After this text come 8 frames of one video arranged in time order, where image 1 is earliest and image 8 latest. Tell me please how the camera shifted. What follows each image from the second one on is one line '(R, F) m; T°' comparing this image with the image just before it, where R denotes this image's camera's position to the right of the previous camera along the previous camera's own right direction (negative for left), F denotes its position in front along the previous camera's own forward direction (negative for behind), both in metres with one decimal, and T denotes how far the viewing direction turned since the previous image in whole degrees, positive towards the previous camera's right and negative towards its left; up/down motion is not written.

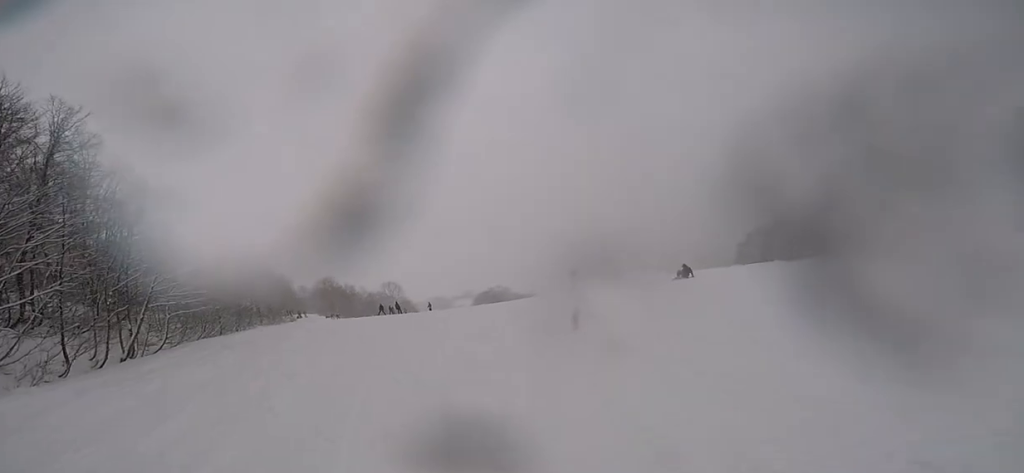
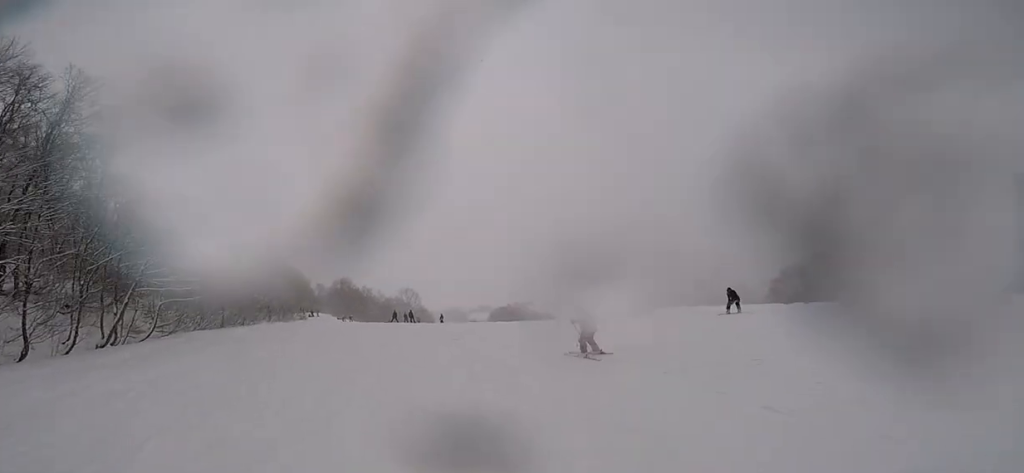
(-0.2, +3.1) m; -3°
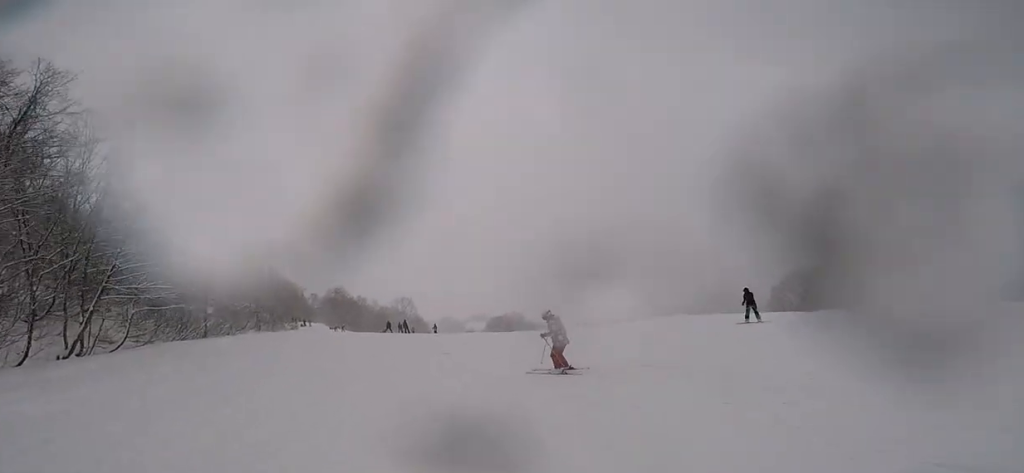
(0.0, +2.0) m; -2°
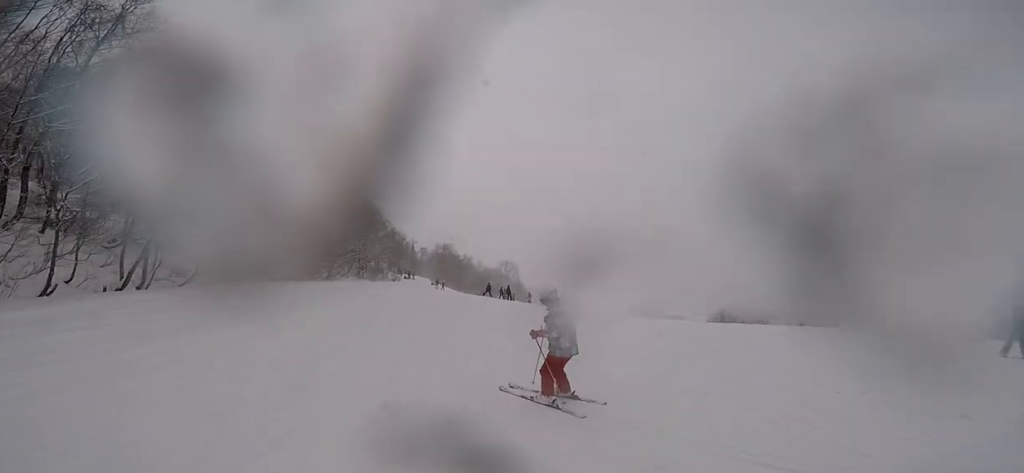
(-0.4, +6.3) m; -11°
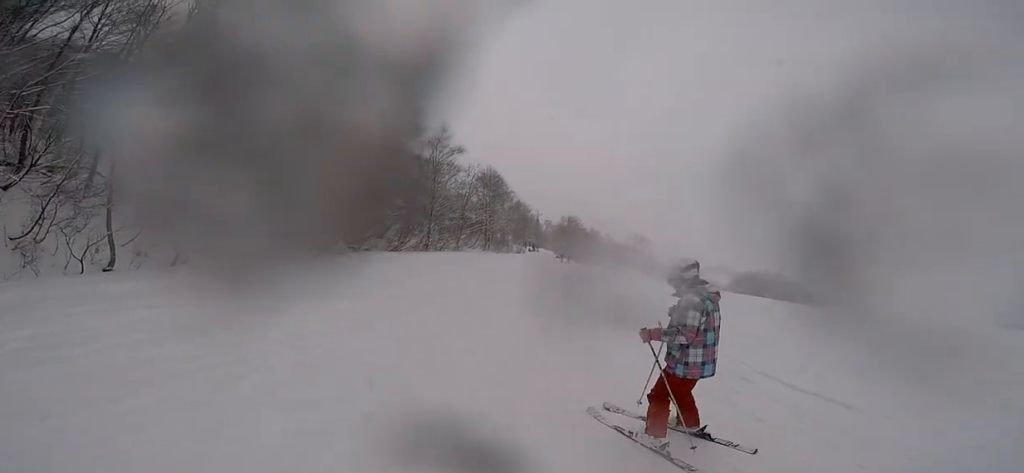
(-0.2, +2.8) m; -6°
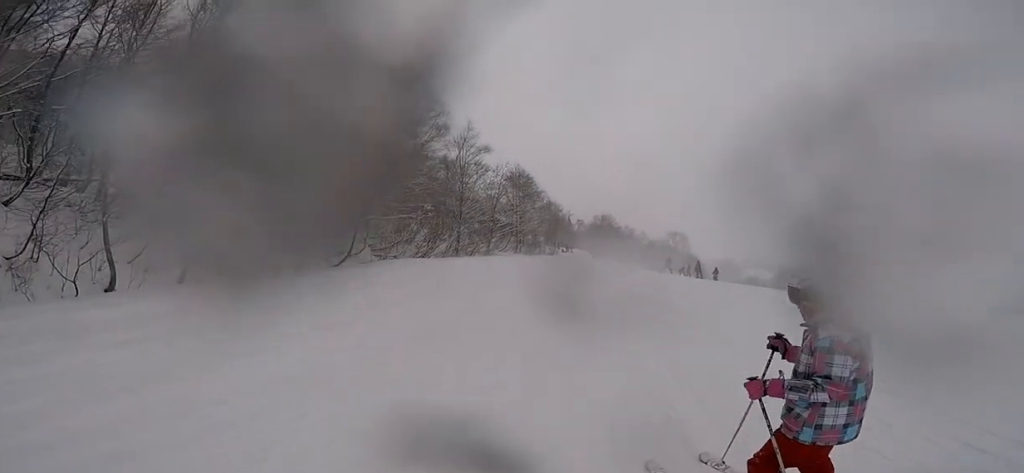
(-0.1, +2.2) m; -3°
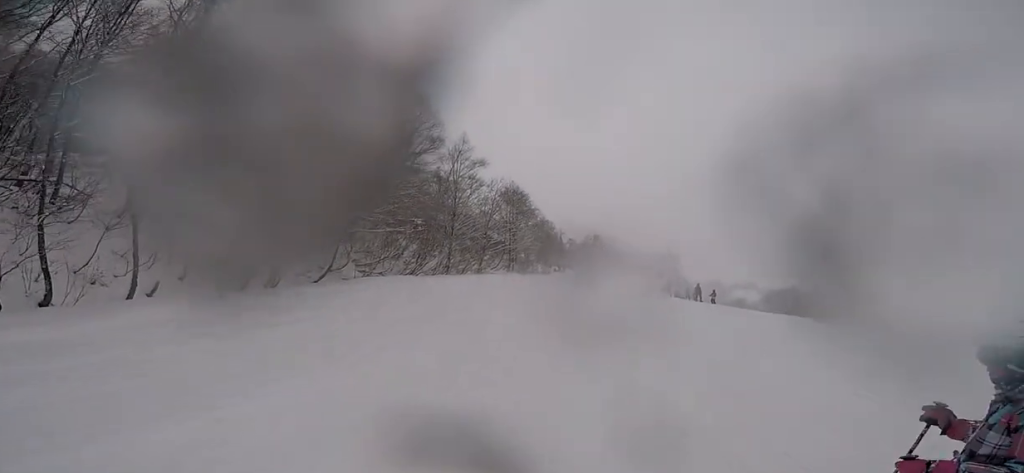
(-0.2, +1.9) m; 0°
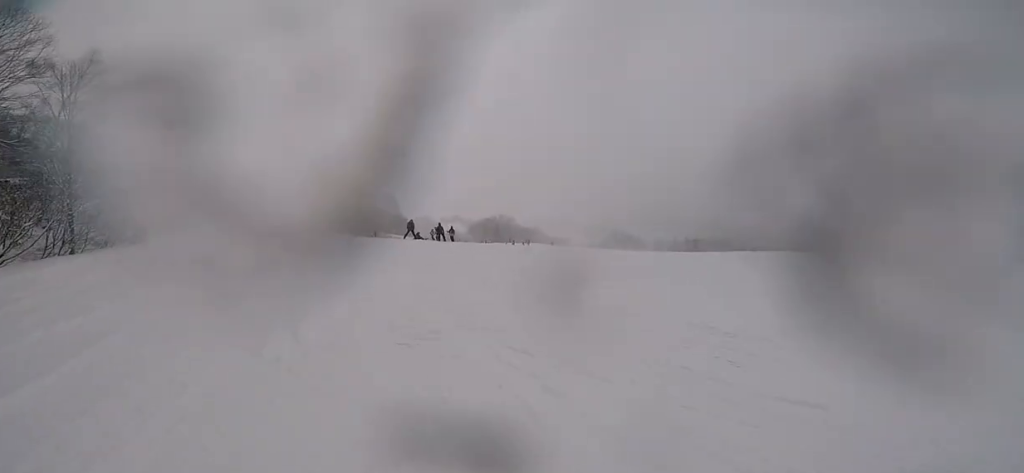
(+0.7, +7.1) m; +11°
